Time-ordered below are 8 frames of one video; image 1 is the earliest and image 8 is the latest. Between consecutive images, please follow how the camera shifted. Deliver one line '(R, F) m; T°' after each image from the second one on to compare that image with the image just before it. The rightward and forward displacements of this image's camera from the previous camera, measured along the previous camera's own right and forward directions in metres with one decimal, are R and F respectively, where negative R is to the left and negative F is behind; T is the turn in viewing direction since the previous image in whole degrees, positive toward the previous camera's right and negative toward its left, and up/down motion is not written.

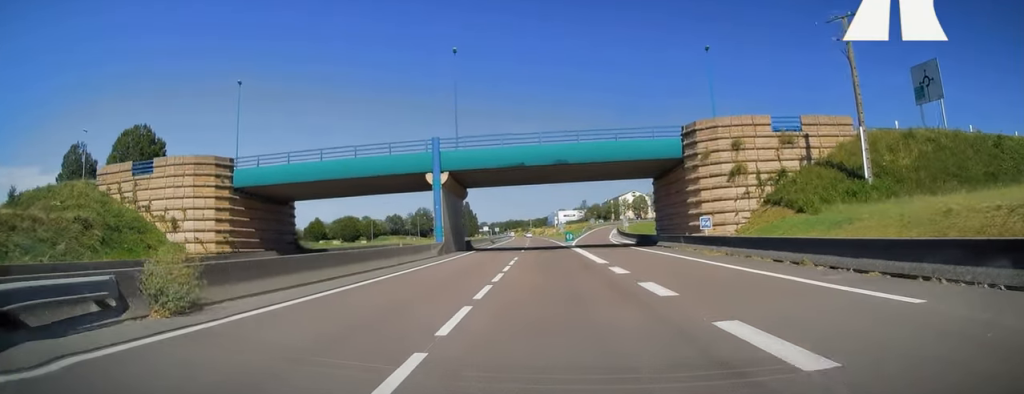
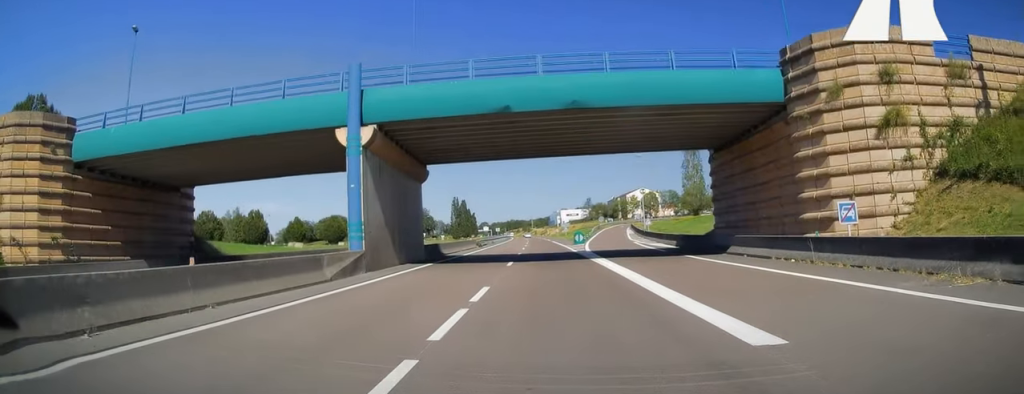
(-0.1, +17.7) m; 0°
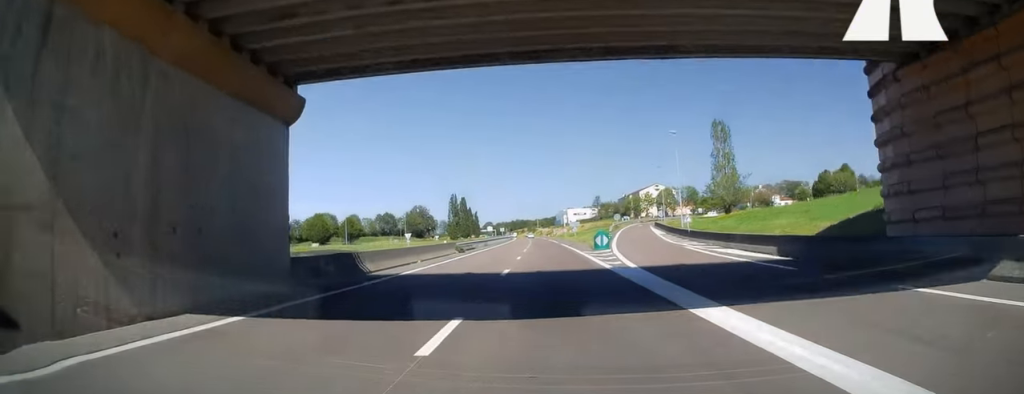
(-0.3, +18.2) m; 0°
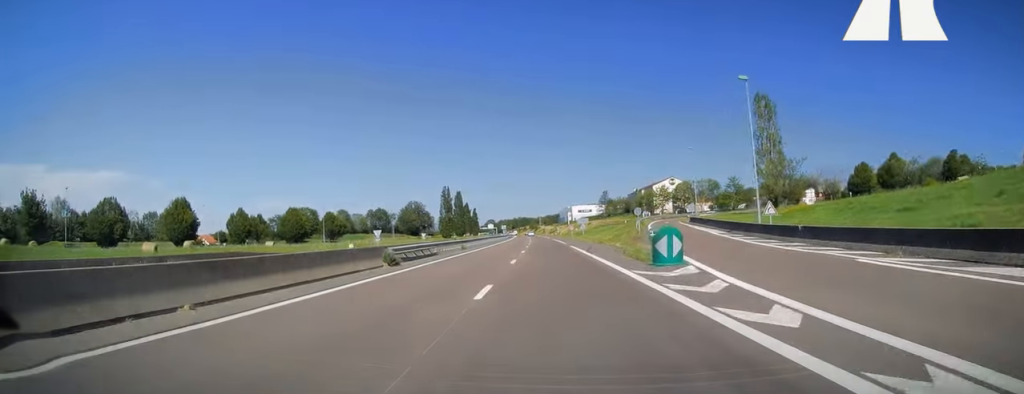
(+0.3, +20.7) m; 0°
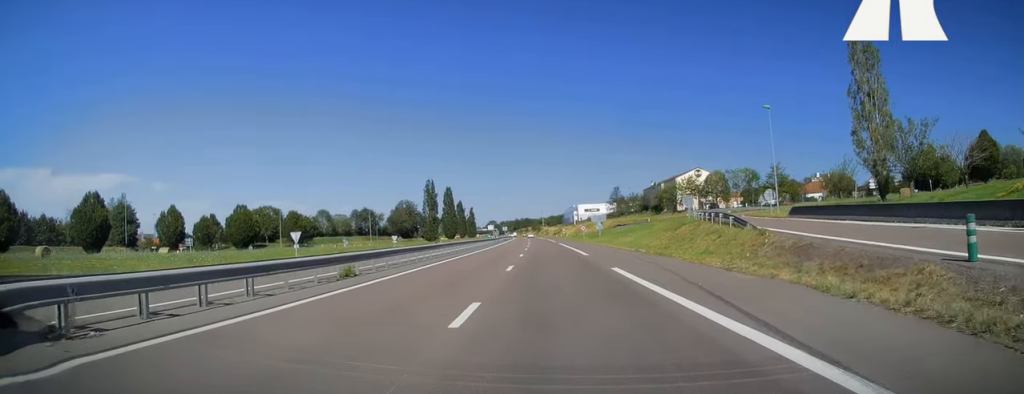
(-0.4, +29.0) m; -1°
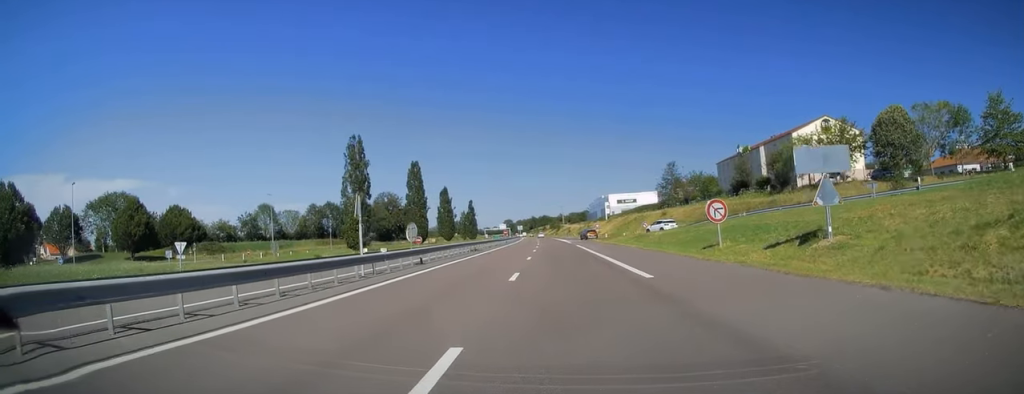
(-0.6, +69.3) m; -1°
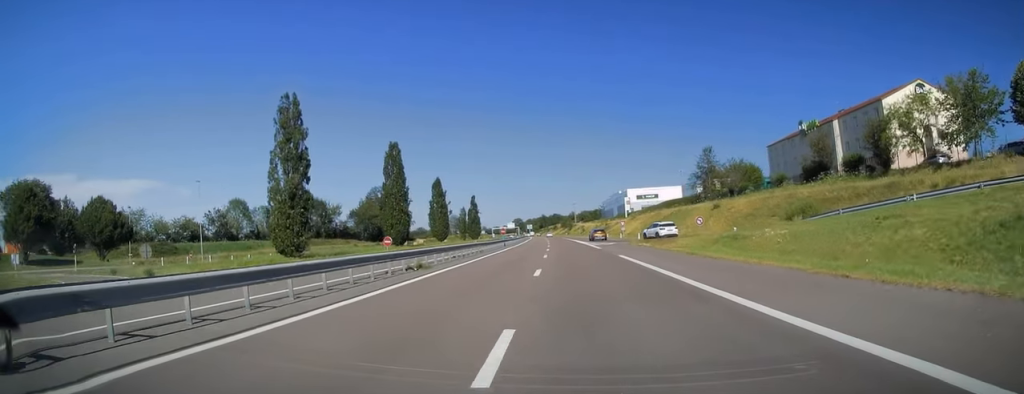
(0.0, +24.5) m; -1°
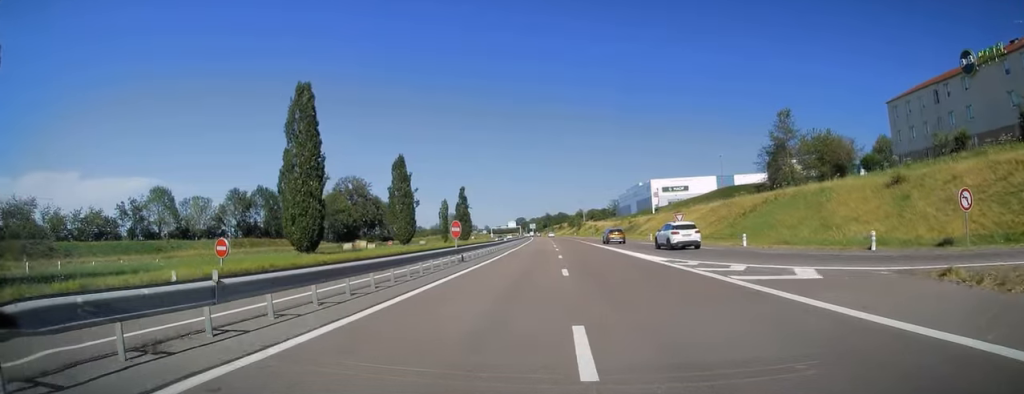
(-0.4, +38.8) m; 0°
